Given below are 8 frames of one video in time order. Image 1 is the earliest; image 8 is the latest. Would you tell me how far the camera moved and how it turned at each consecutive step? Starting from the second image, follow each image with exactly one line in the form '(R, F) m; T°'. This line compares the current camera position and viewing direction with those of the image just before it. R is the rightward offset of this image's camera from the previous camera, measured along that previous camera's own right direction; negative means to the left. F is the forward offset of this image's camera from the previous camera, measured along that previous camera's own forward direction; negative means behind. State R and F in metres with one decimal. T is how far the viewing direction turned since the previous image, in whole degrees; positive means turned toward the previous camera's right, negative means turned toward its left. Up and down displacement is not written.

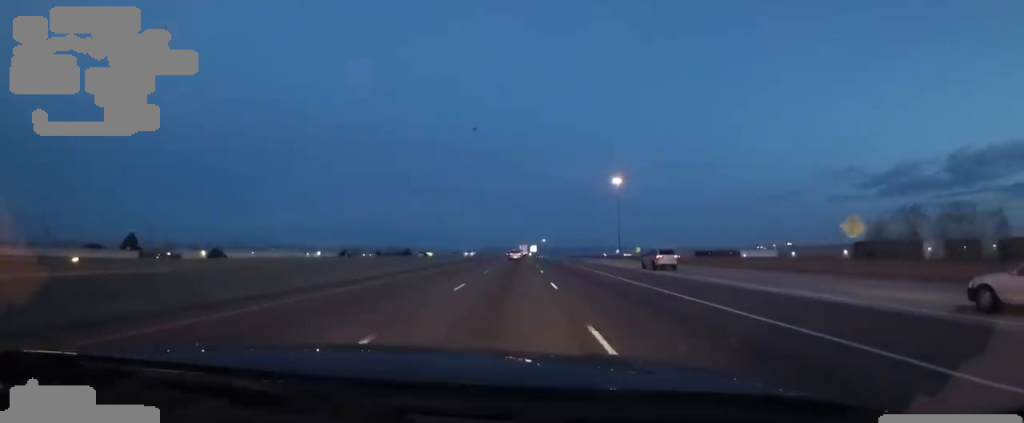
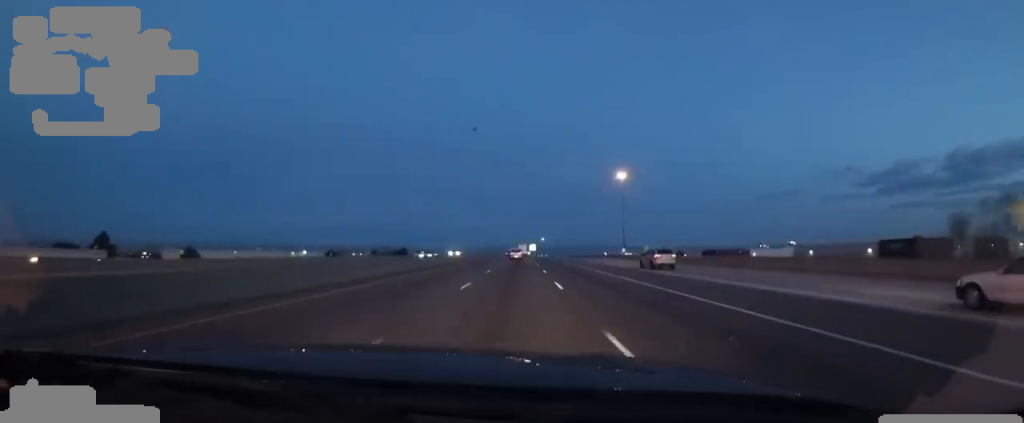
(-0.2, +12.0) m; 0°
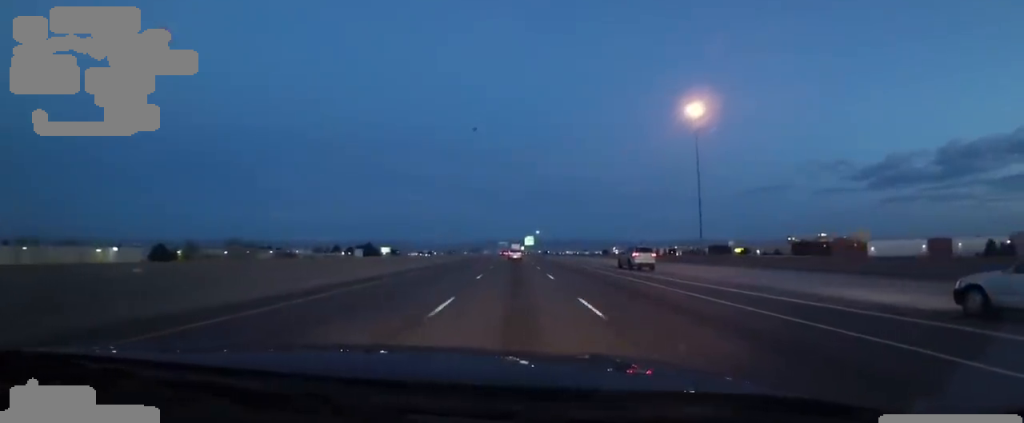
(+4.6, +91.3) m; +5°
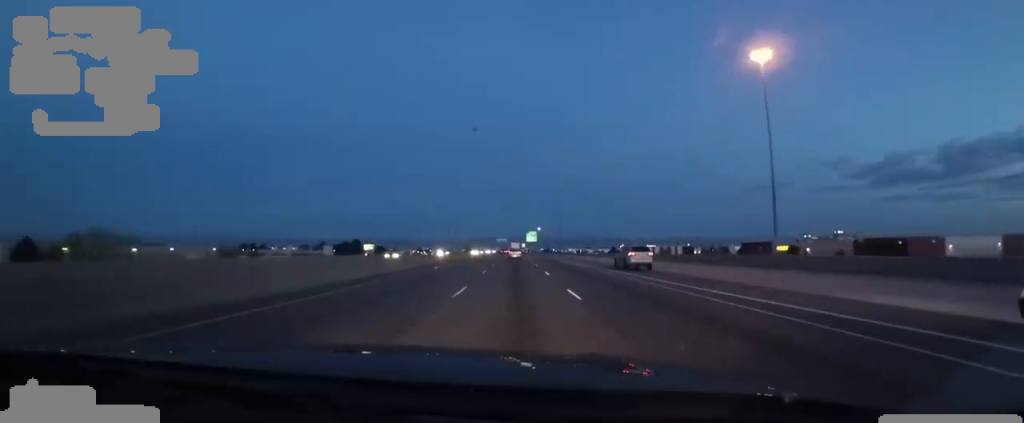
(+0.4, +32.8) m; -1°
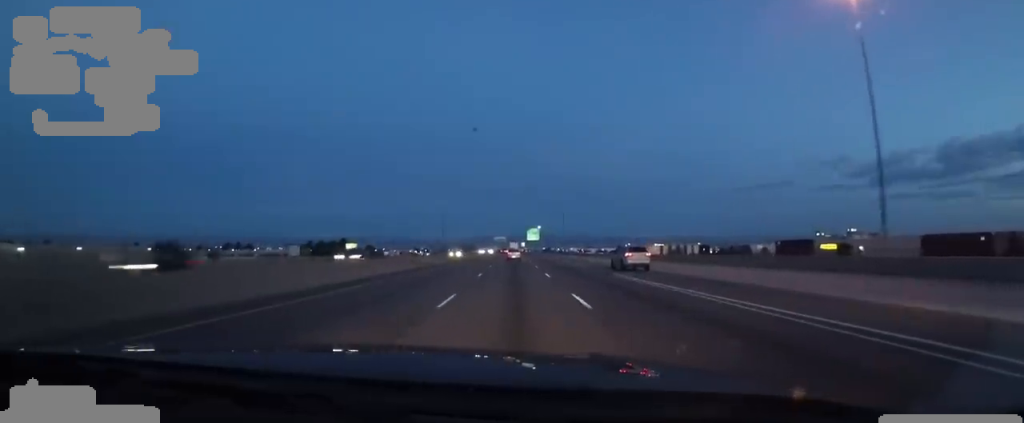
(-0.6, +25.7) m; -2°
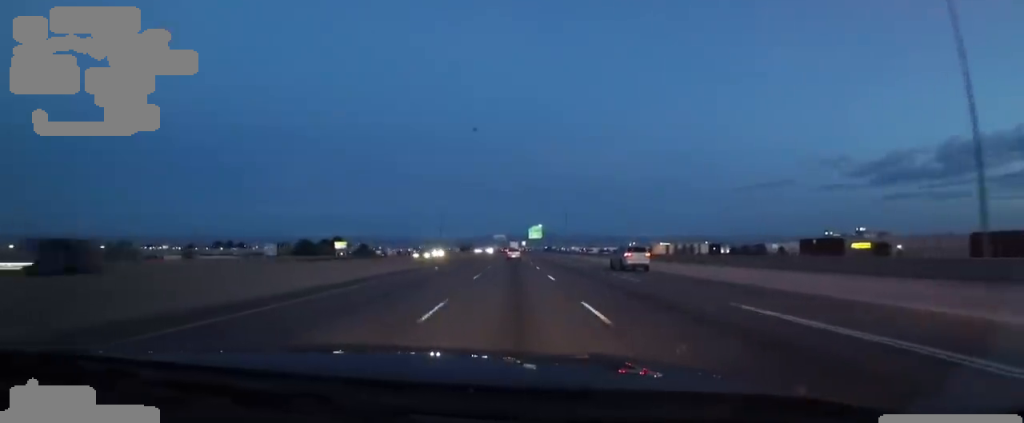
(-0.1, +14.2) m; 0°
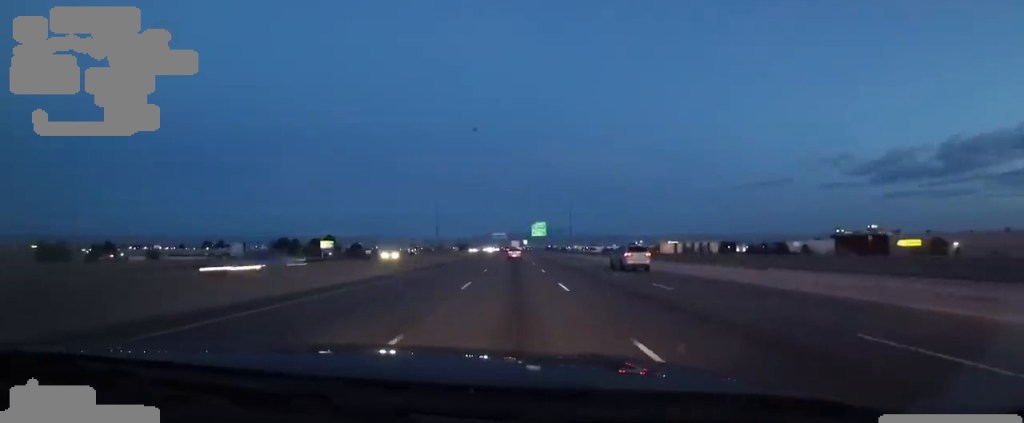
(0.0, +17.1) m; 0°
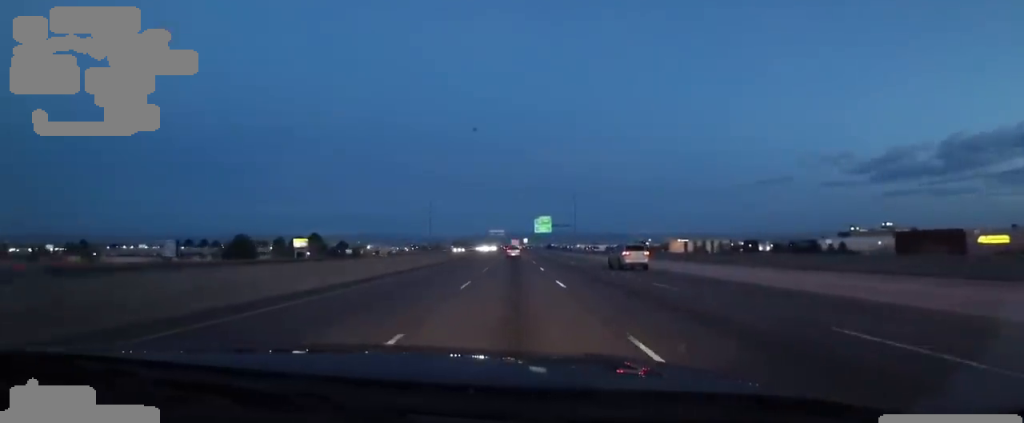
(0.0, +24.7) m; 0°
